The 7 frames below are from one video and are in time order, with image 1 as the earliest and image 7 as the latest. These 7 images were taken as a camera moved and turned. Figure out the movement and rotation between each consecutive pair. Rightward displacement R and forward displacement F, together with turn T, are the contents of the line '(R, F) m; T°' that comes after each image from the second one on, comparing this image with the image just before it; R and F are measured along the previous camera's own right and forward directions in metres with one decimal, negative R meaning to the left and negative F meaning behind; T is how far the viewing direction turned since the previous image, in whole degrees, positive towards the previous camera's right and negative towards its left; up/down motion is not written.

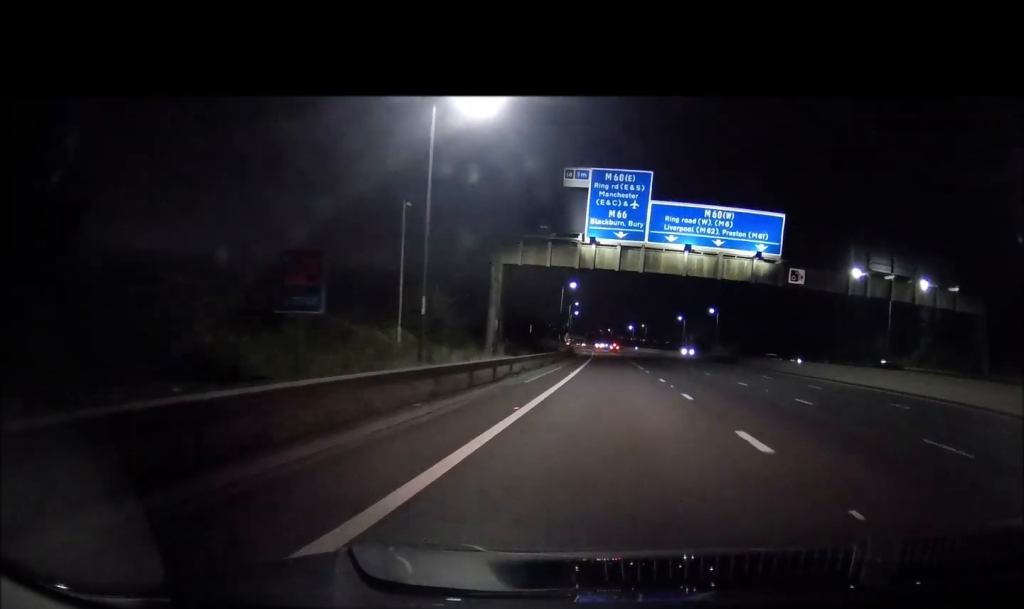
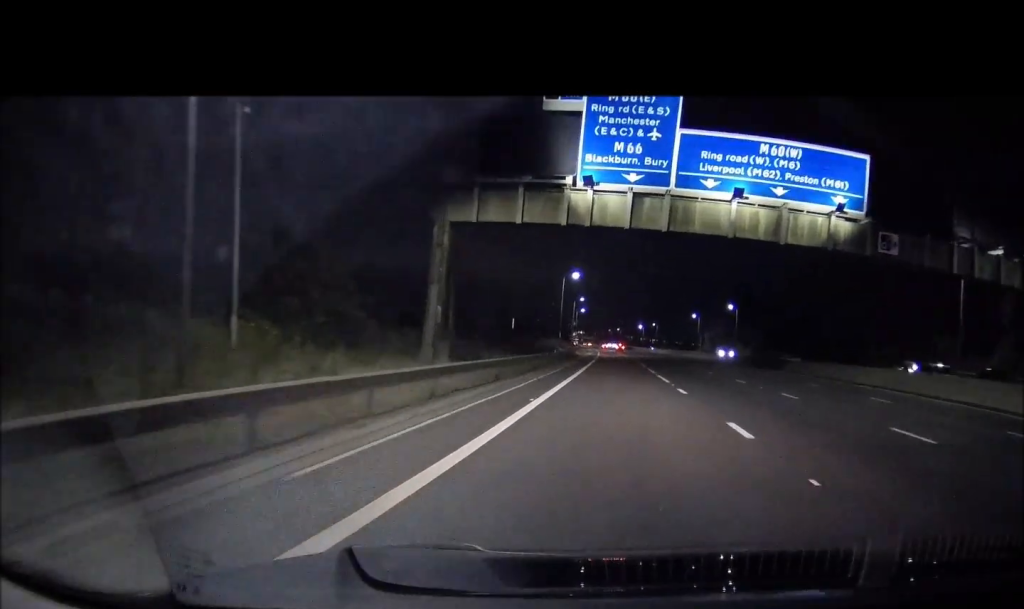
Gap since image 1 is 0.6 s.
(0.0, +16.4) m; -1°
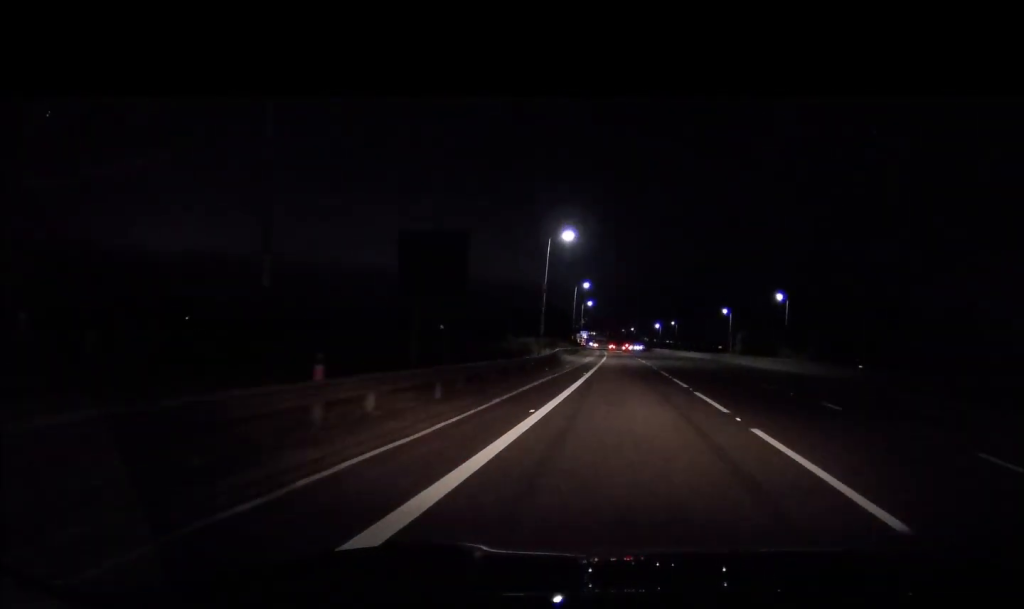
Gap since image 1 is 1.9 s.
(-0.5, +38.6) m; -1°
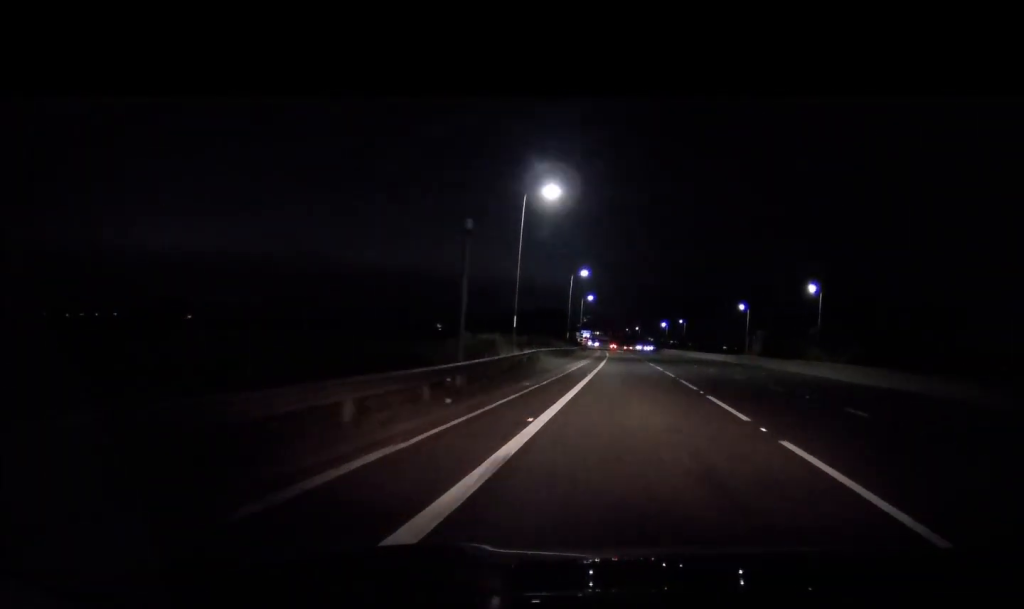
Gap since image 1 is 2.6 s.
(+0.2, +19.4) m; -1°
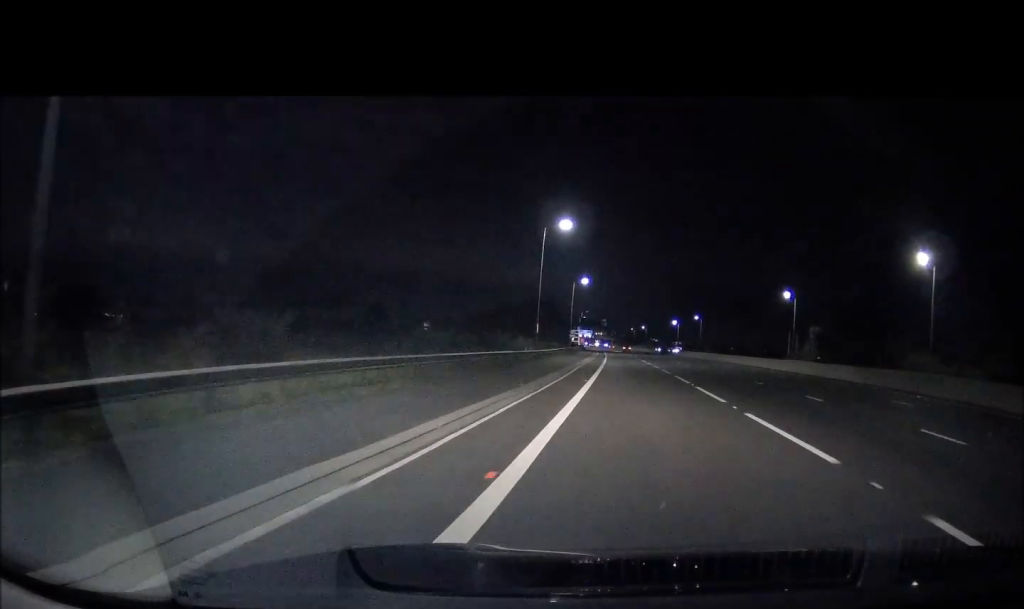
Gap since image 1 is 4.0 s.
(-0.5, +40.9) m; 0°
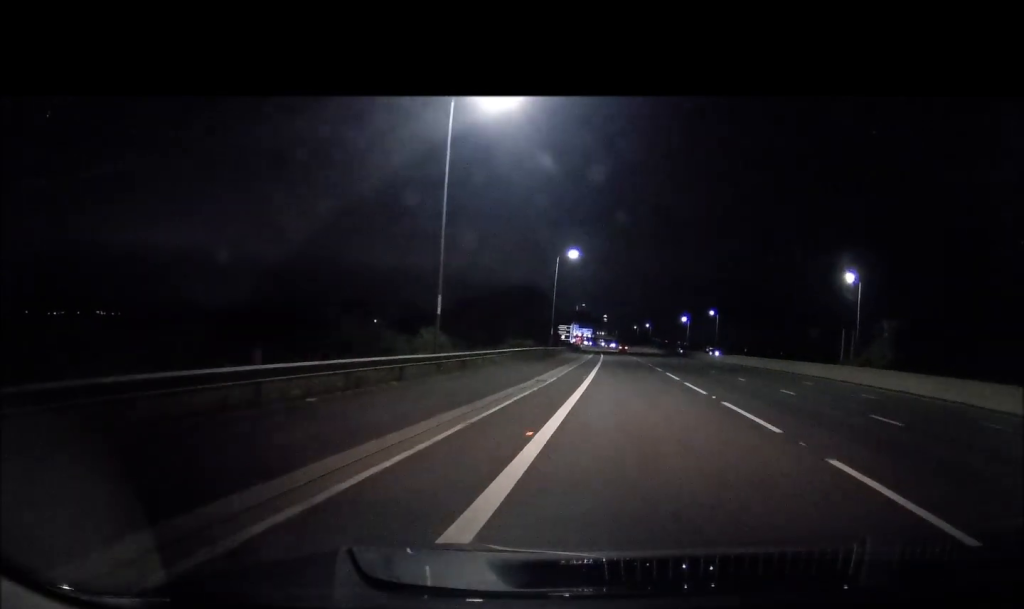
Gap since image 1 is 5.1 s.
(0.0, +32.8) m; 0°
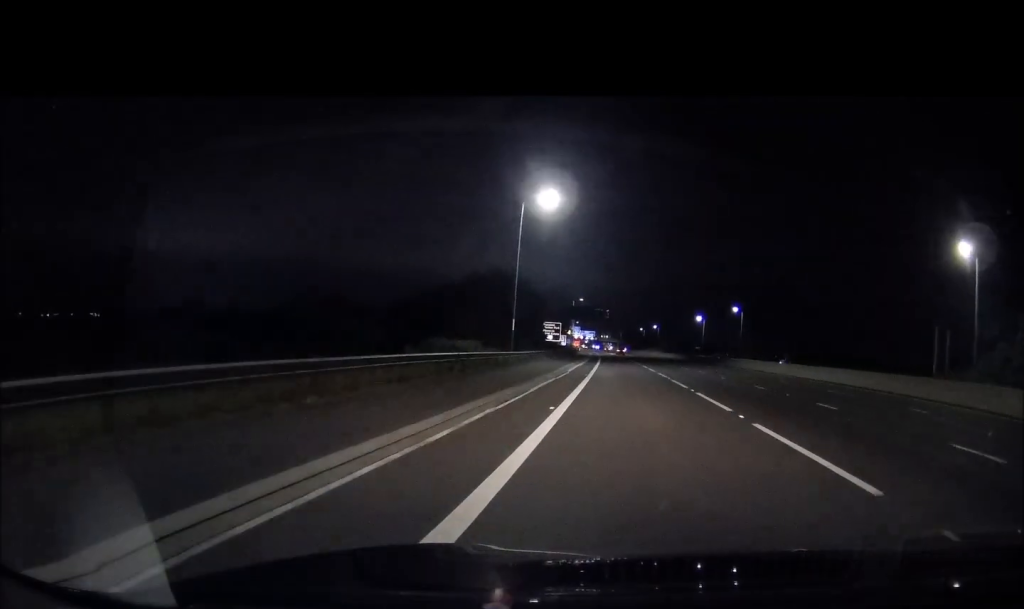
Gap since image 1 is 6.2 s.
(+0.1, +31.6) m; 0°
